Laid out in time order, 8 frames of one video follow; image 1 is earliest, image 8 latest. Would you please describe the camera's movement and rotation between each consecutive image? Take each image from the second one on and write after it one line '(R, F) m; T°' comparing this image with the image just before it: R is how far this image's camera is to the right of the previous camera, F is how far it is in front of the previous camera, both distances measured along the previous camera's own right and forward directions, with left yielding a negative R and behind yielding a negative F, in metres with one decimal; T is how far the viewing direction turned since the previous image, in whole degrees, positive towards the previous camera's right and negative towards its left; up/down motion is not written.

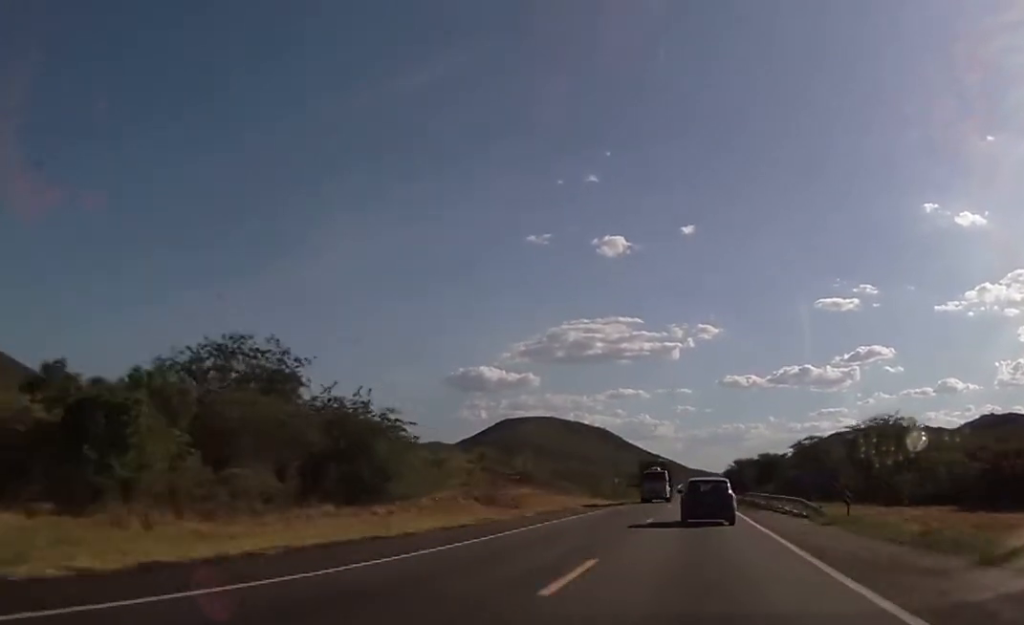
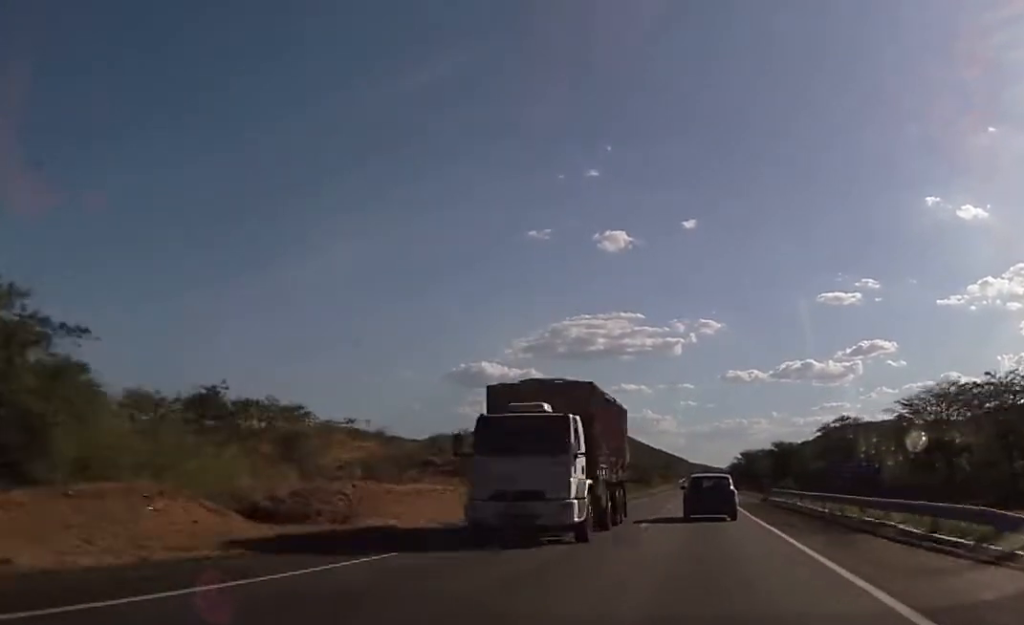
(-0.7, +26.0) m; 0°
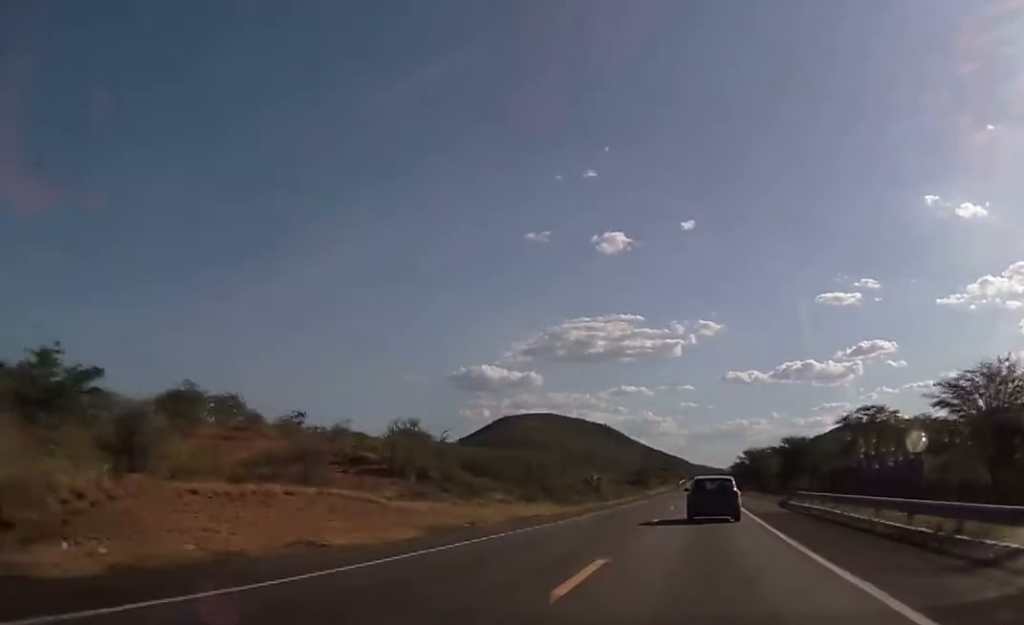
(+0.3, +13.9) m; +1°
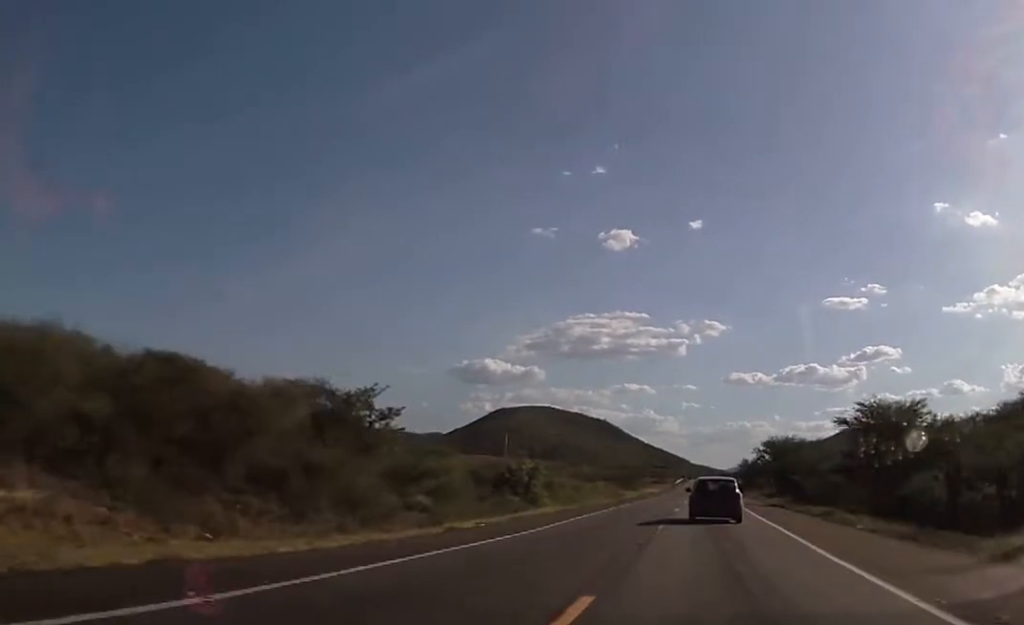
(+0.3, +53.9) m; 0°
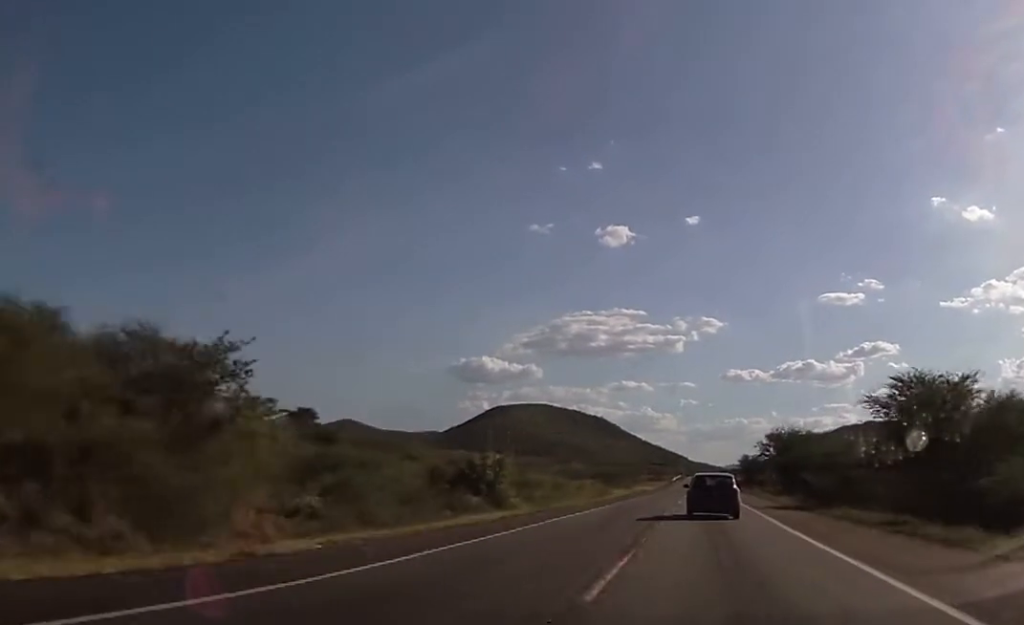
(0.0, +12.5) m; 0°
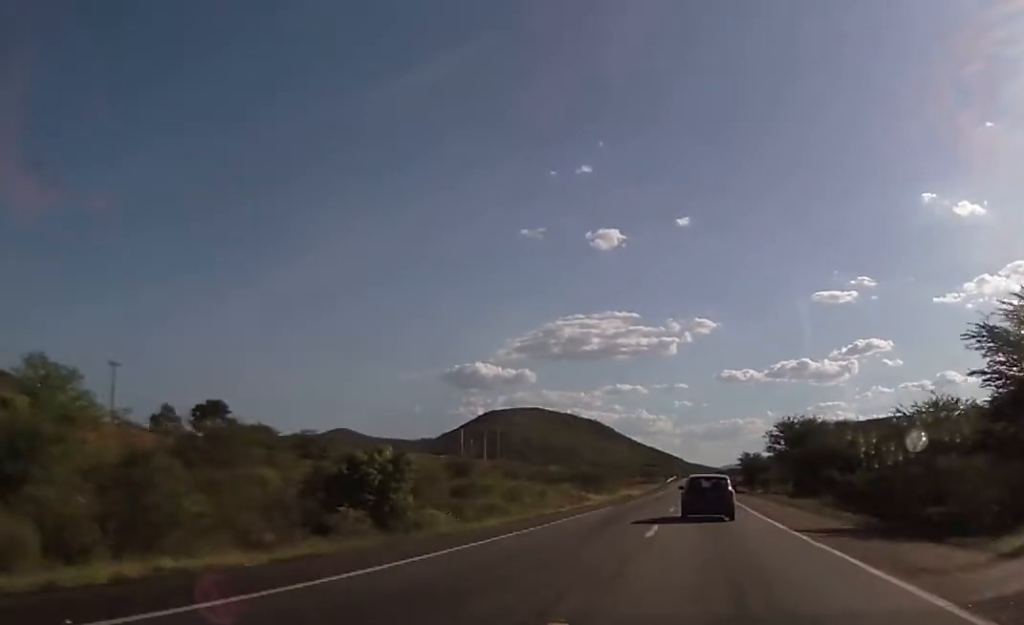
(0.0, +21.7) m; 0°
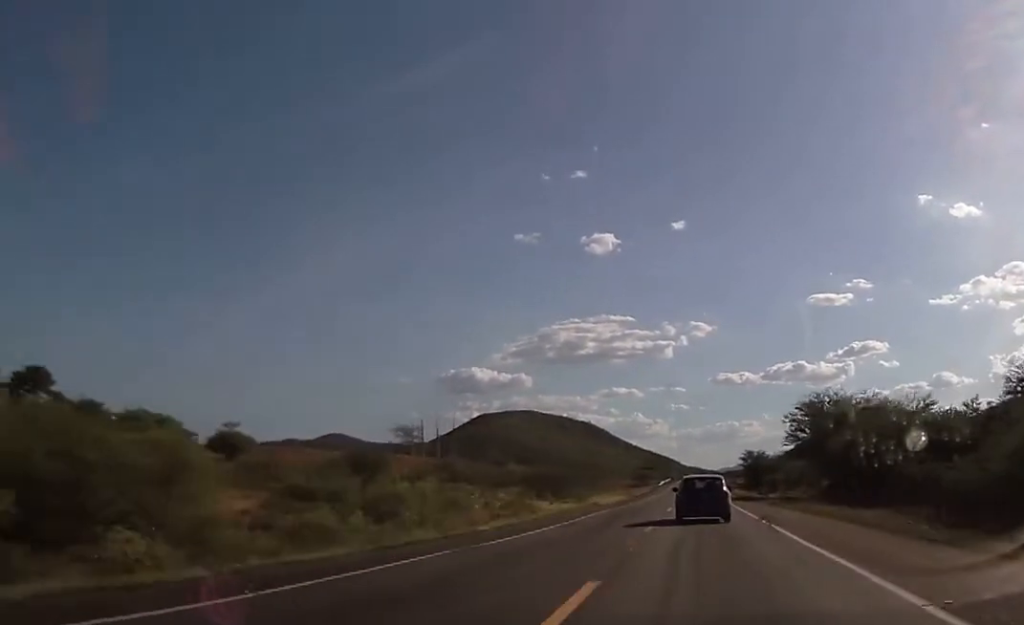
(-0.2, +29.2) m; +1°
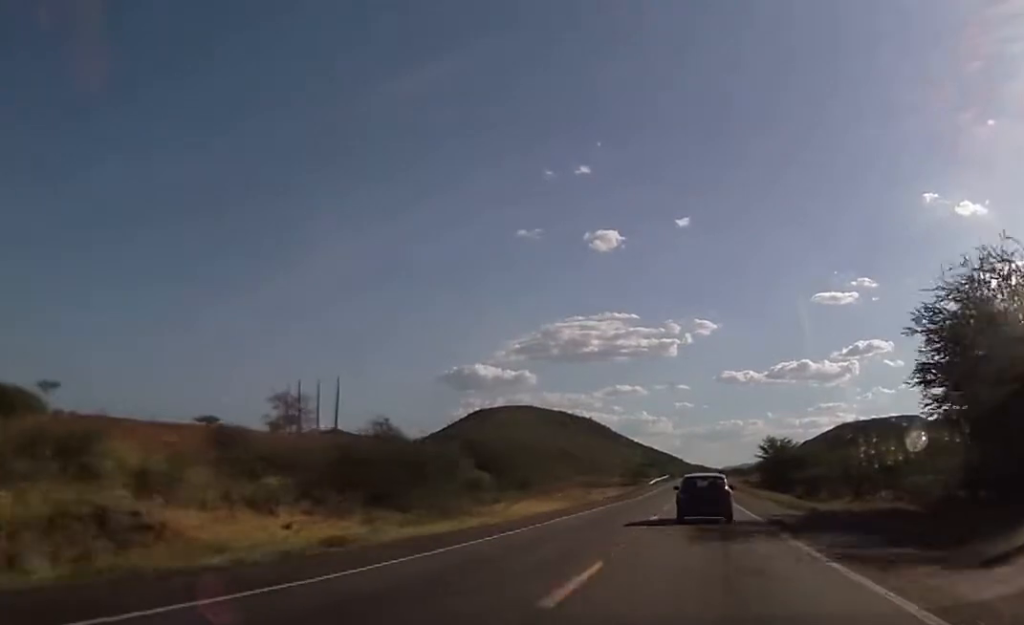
(+0.3, +49.1) m; -1°
